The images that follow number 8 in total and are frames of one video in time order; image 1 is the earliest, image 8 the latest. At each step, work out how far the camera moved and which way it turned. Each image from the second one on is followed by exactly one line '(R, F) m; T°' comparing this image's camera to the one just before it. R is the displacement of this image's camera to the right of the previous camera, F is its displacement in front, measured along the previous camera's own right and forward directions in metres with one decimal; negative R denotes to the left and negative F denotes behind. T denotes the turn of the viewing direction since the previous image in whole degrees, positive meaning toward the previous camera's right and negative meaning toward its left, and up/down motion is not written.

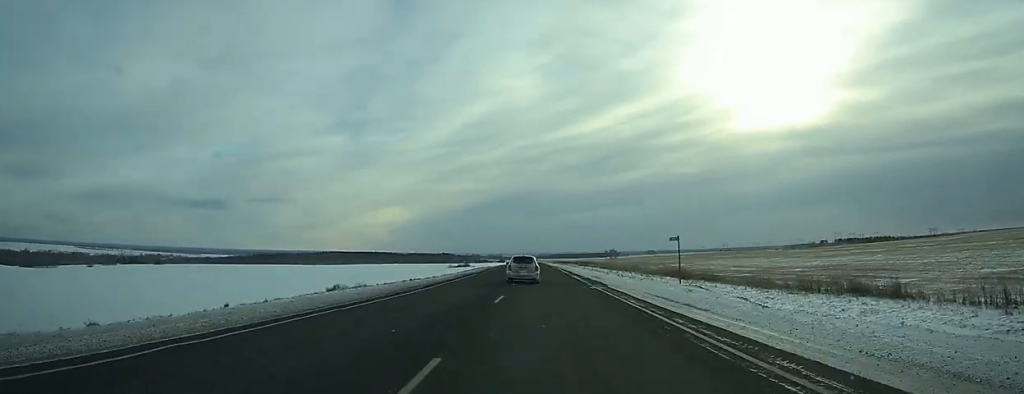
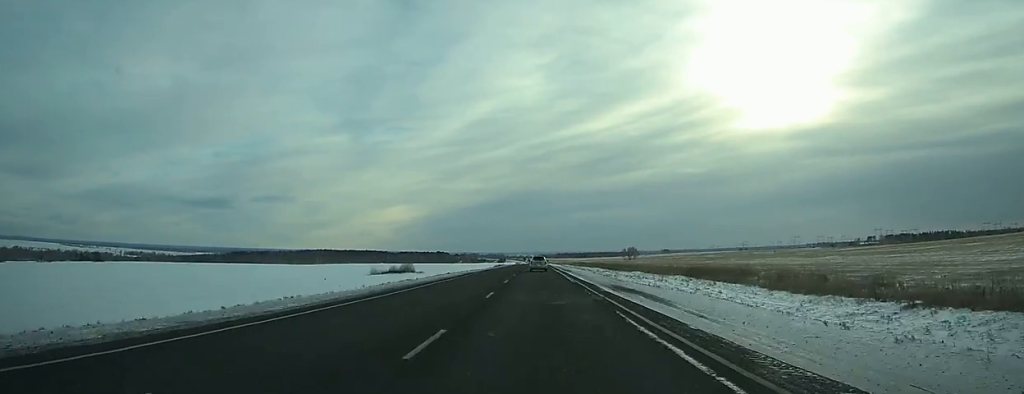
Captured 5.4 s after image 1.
(-0.7, +154.8) m; 0°
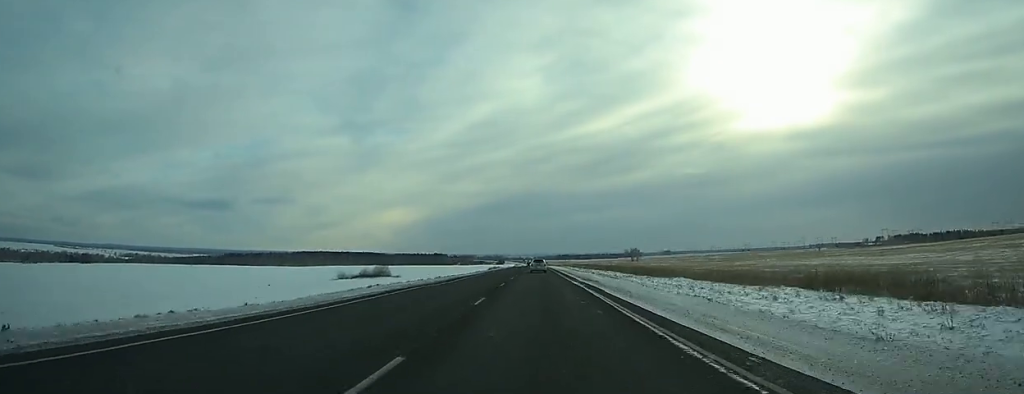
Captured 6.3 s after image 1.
(-0.1, +29.4) m; 0°
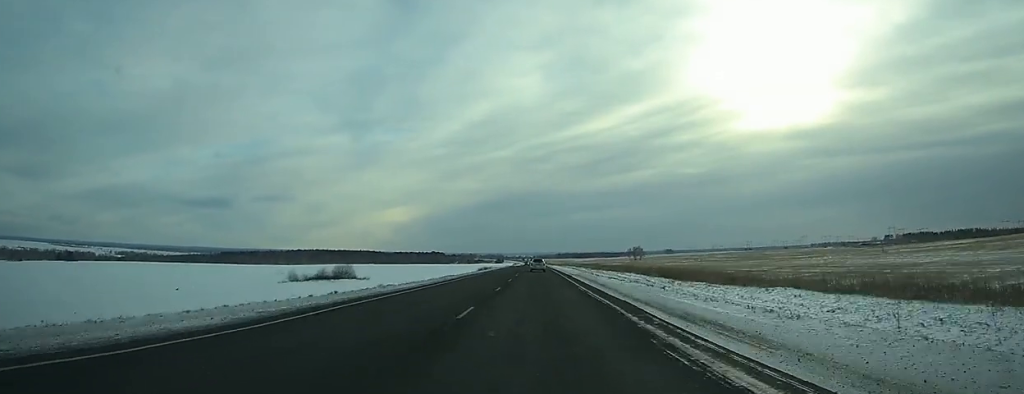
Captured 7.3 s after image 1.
(0.0, +30.4) m; 0°
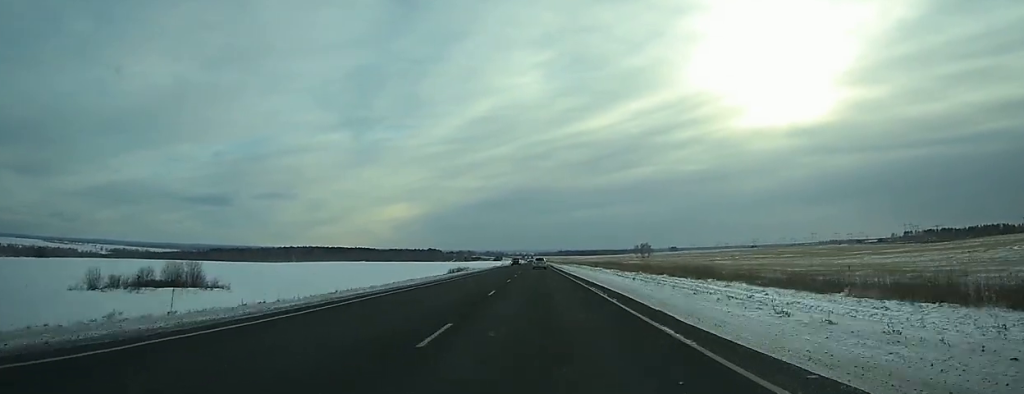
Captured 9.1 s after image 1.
(0.0, +57.5) m; 0°
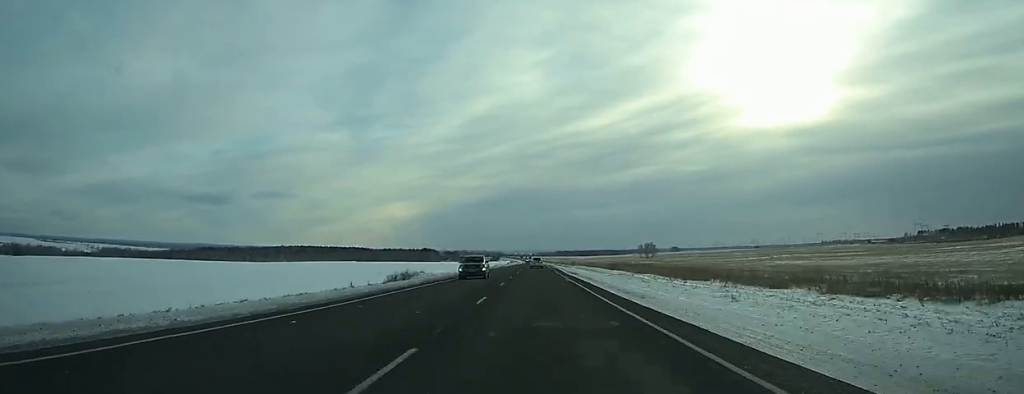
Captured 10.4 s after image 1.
(0.0, +40.7) m; 0°
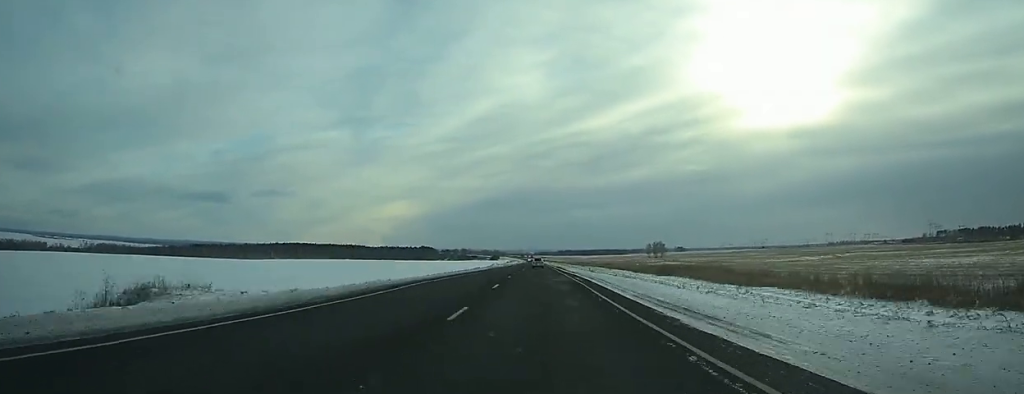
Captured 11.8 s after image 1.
(+0.1, +39.4) m; 0°
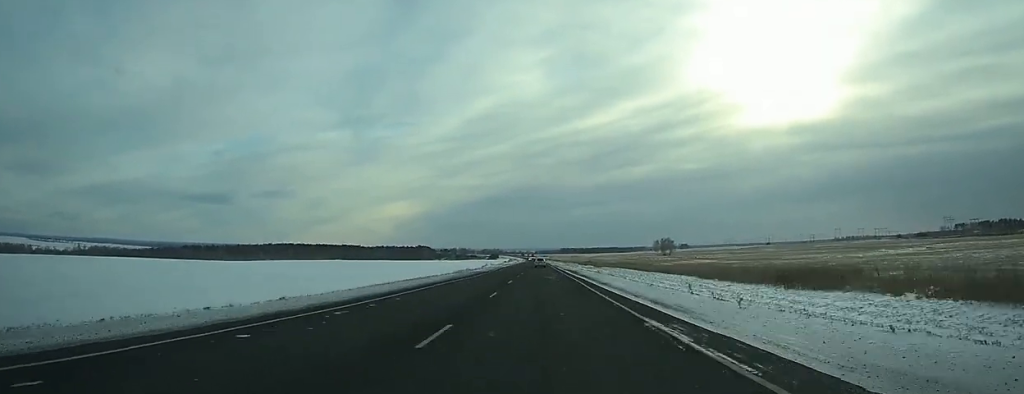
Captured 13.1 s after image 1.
(0.0, +37.4) m; 0°
